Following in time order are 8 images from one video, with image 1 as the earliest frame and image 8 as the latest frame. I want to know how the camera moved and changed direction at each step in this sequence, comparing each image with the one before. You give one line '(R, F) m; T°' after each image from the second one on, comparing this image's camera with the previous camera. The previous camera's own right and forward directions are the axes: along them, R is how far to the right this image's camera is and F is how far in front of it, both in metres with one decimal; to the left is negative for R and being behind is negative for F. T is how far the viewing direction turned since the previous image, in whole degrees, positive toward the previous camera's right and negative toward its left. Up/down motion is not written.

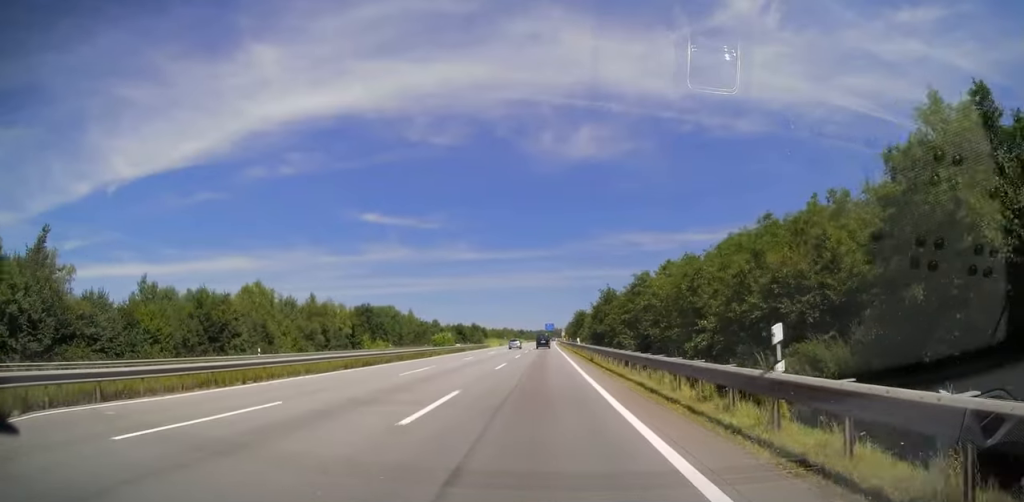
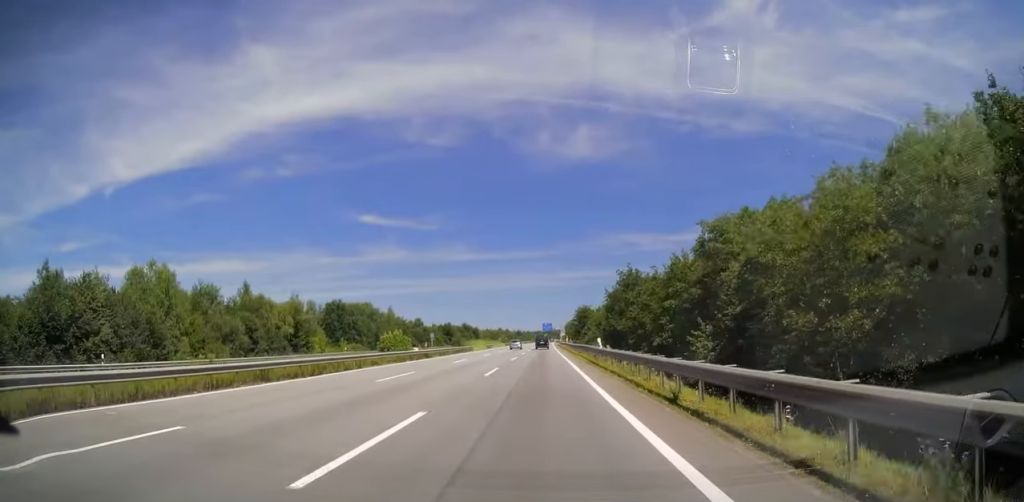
(-0.2, +22.2) m; 0°
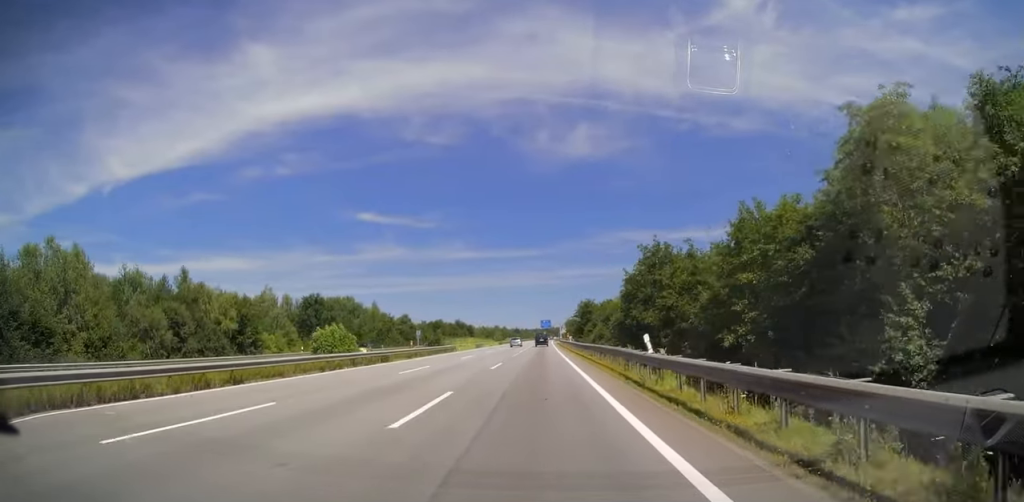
(-0.1, +14.3) m; 0°
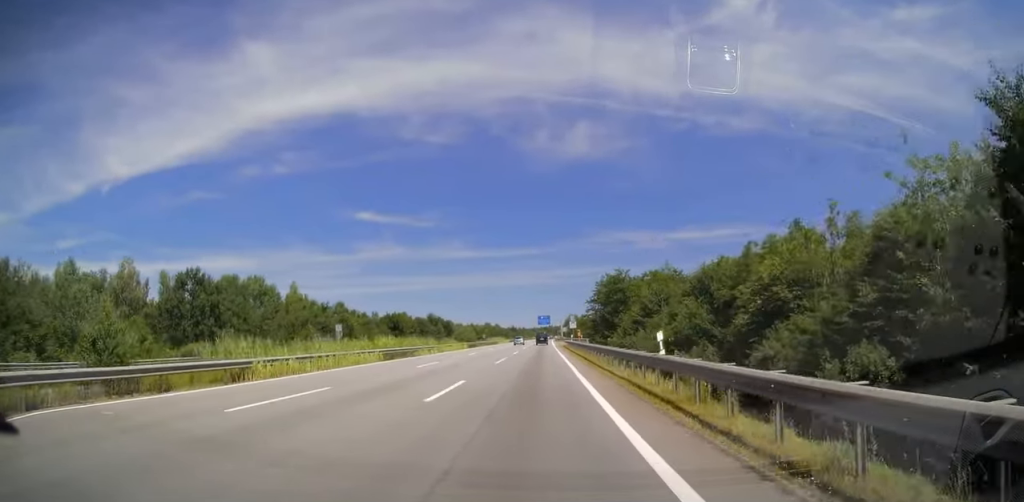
(+0.7, +50.3) m; +1°
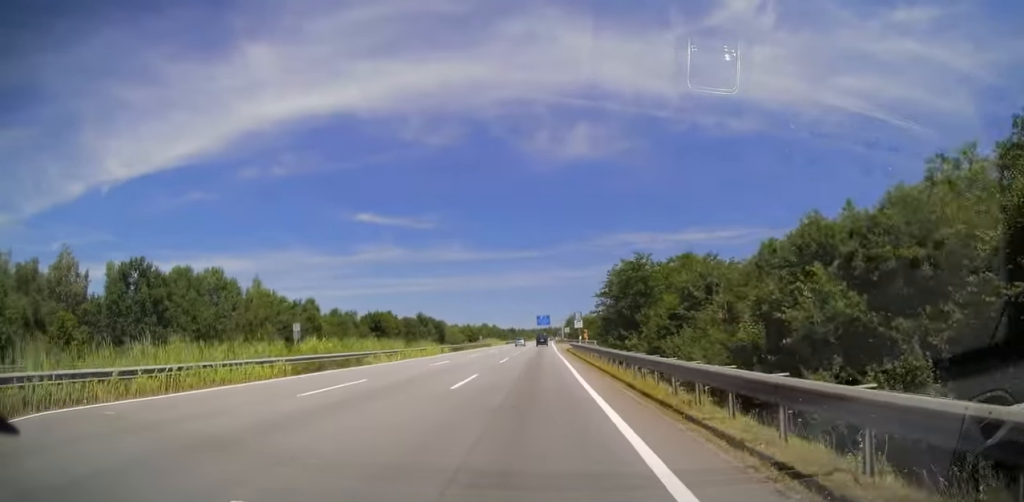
(+0.1, +14.3) m; 0°
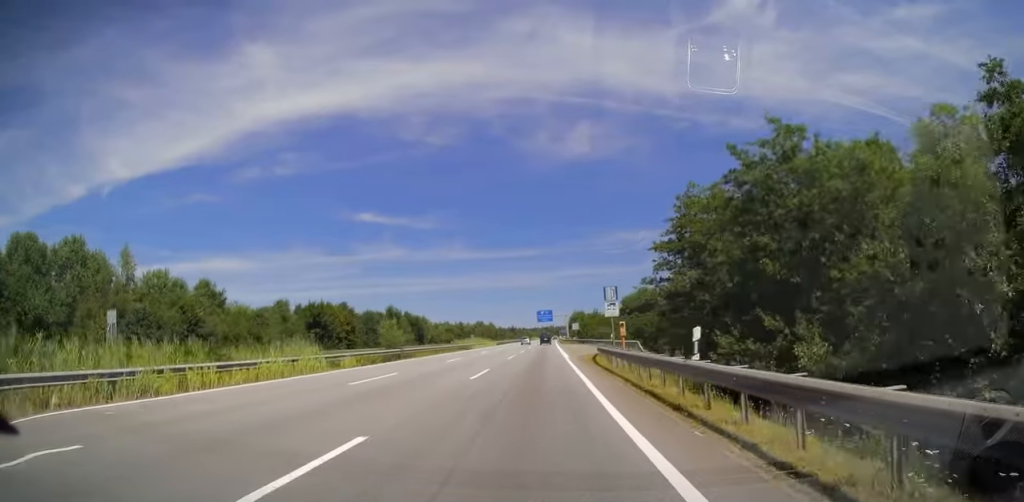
(-0.4, +32.7) m; 0°
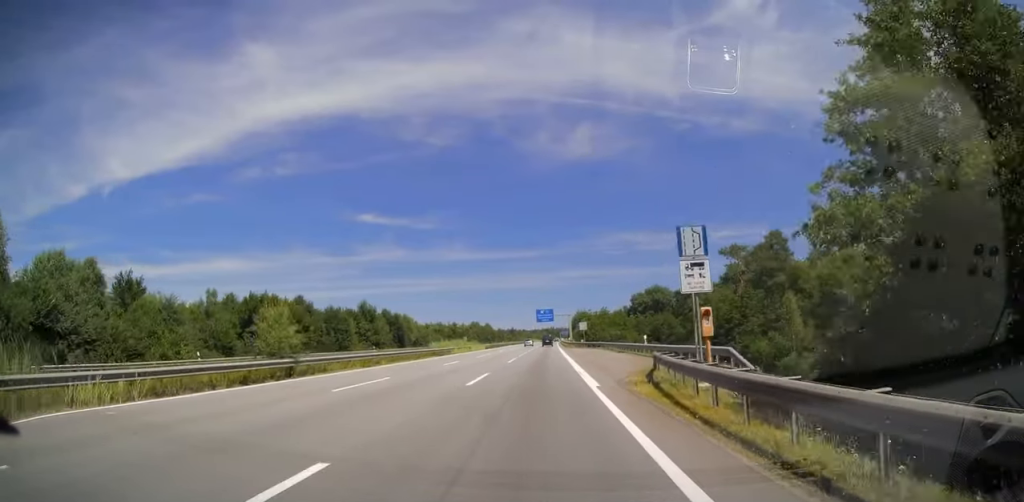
(+0.2, +19.7) m; 0°
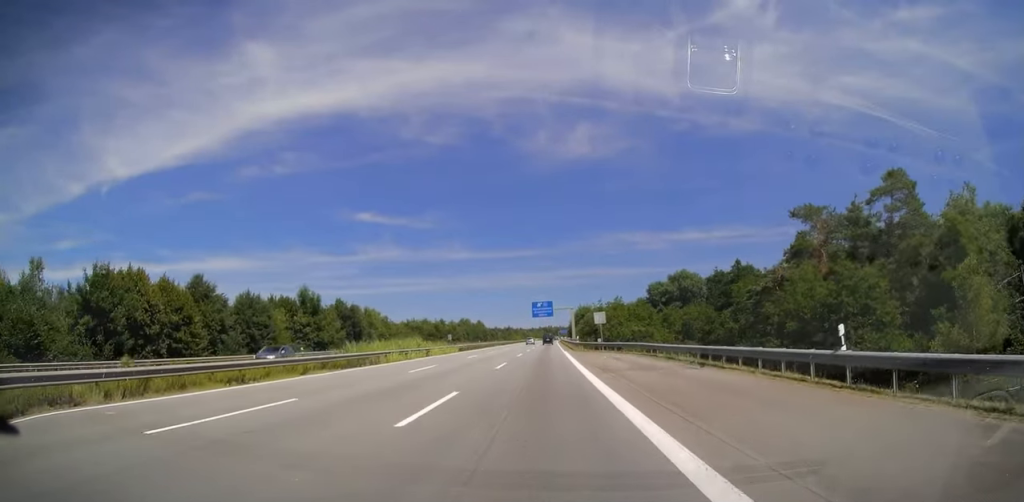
(+0.1, +27.2) m; 0°
